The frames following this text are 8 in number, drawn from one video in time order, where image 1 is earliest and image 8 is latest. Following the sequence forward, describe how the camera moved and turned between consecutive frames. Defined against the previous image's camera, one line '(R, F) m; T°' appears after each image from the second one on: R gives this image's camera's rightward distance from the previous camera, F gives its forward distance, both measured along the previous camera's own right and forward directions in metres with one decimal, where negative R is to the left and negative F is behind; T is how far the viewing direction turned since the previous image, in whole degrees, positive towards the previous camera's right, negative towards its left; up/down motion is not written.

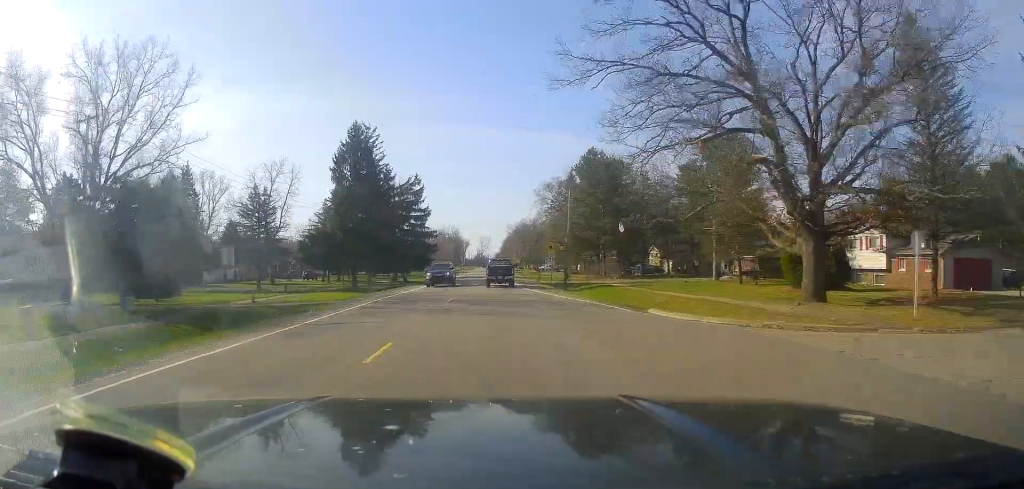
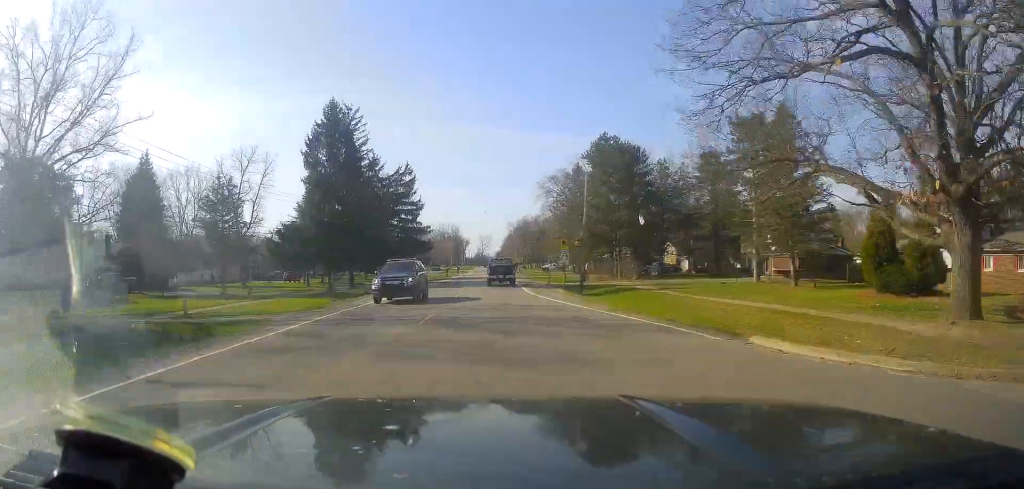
(-0.1, +9.3) m; 0°
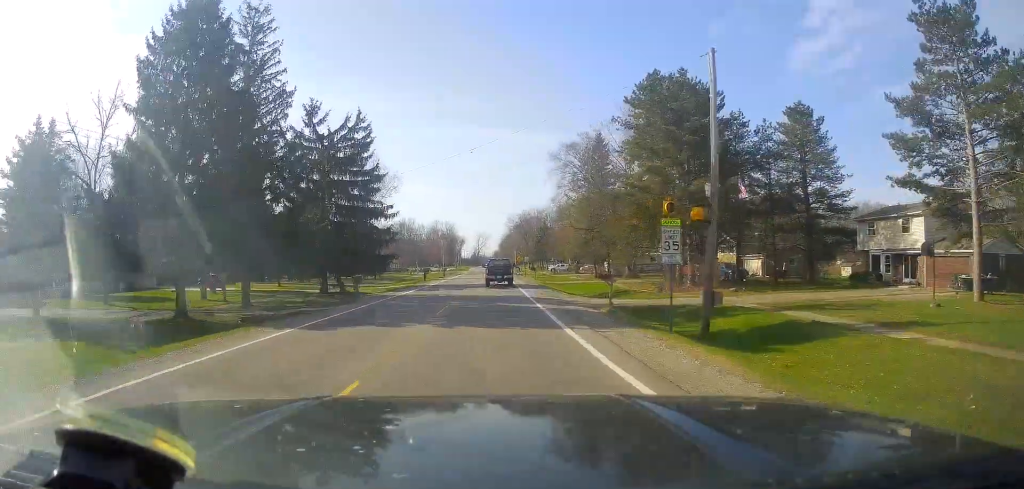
(+0.9, +26.1) m; +2°
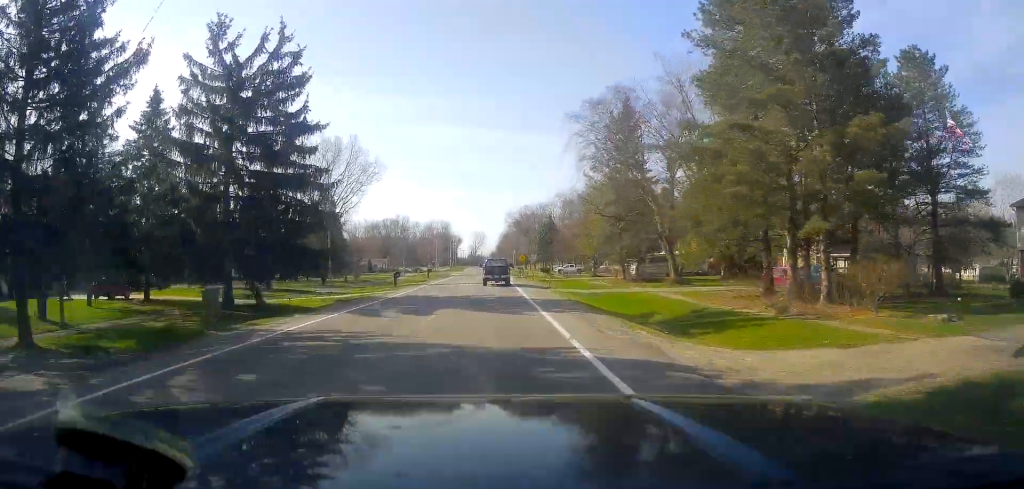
(-0.1, +18.9) m; -1°
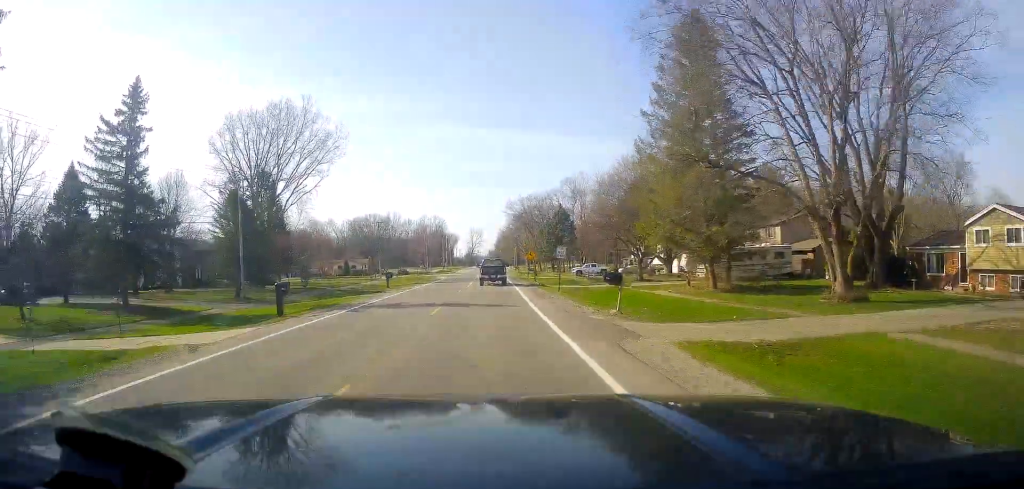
(-0.1, +26.4) m; 0°
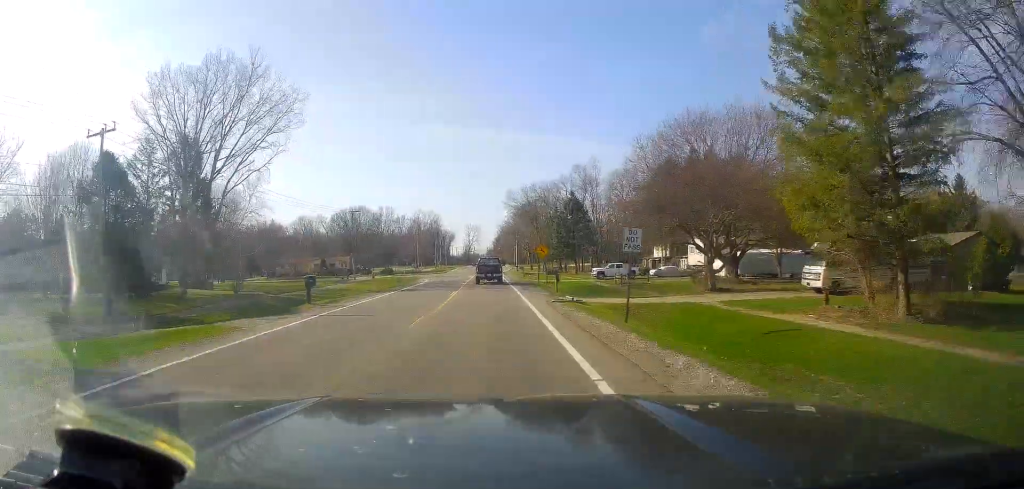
(+0.1, +19.2) m; -1°
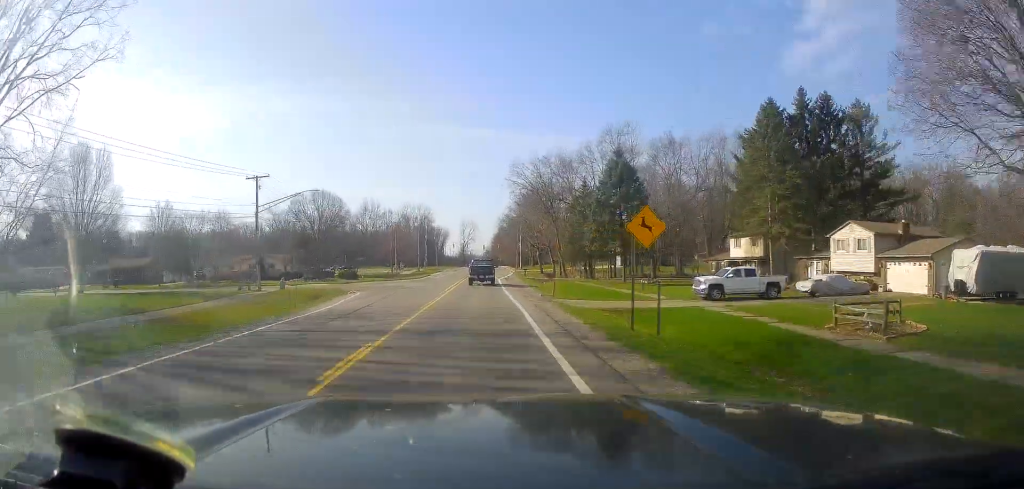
(+0.2, +36.6) m; +1°
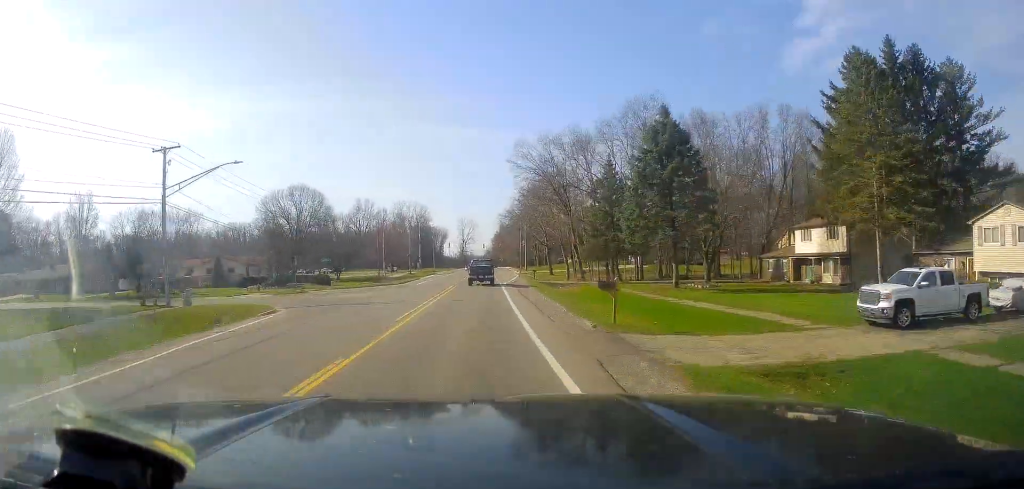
(-0.2, +16.5) m; 0°
